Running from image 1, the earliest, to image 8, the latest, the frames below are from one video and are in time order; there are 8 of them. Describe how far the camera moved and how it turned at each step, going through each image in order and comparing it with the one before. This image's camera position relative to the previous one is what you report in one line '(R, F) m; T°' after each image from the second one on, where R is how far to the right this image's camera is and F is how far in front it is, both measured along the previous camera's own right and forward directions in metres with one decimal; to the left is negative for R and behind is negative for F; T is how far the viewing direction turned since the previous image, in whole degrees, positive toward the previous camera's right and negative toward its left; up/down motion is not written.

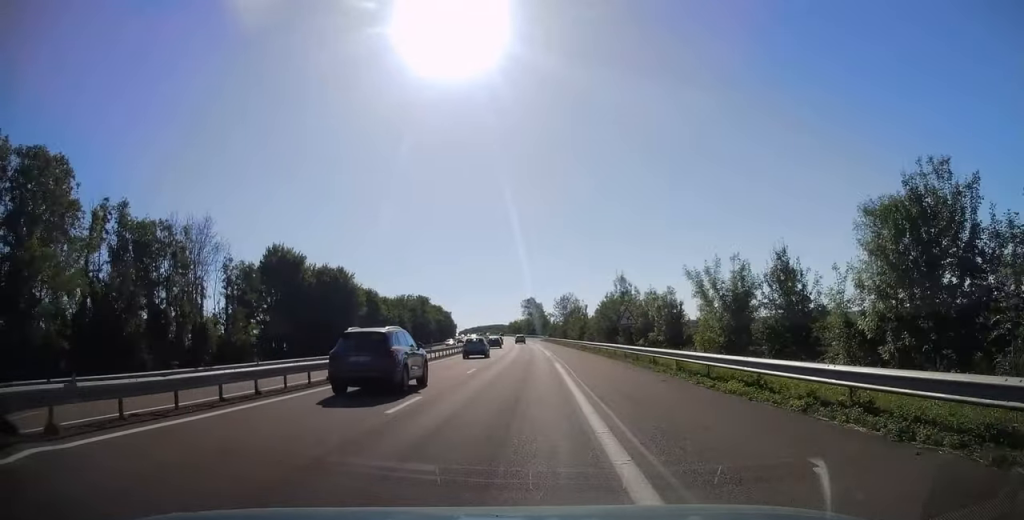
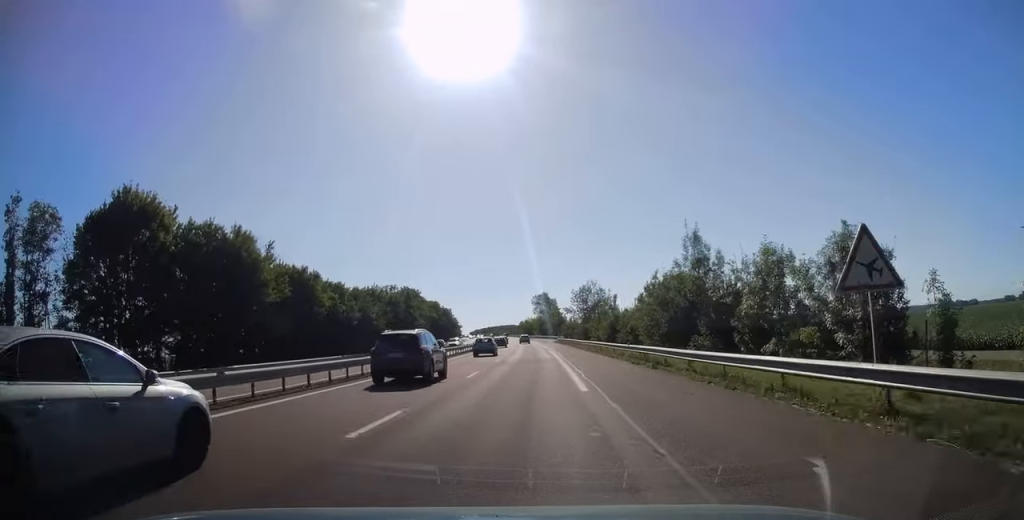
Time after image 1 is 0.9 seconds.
(-0.4, +28.9) m; -1°
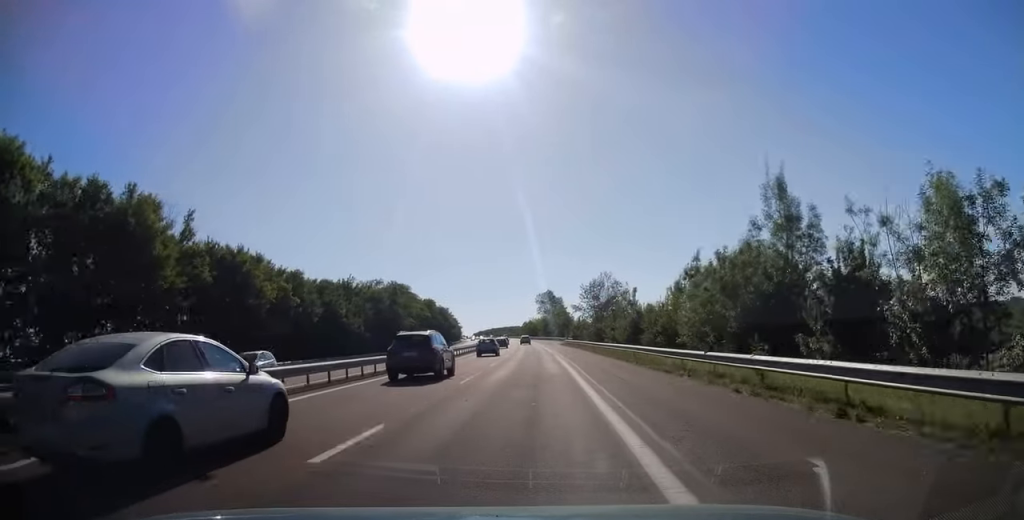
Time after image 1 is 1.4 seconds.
(-0.1, +14.5) m; 0°
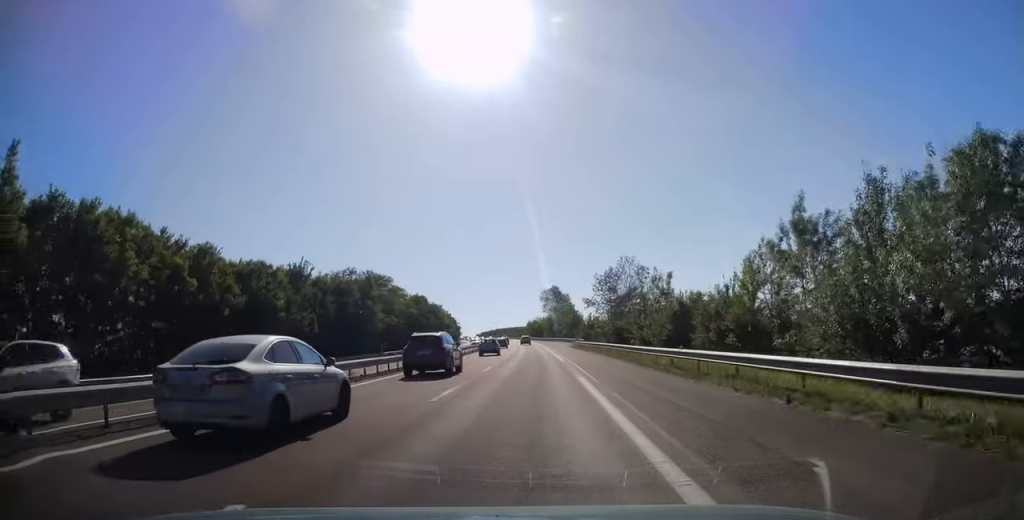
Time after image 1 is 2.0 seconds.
(0.0, +18.0) m; 0°
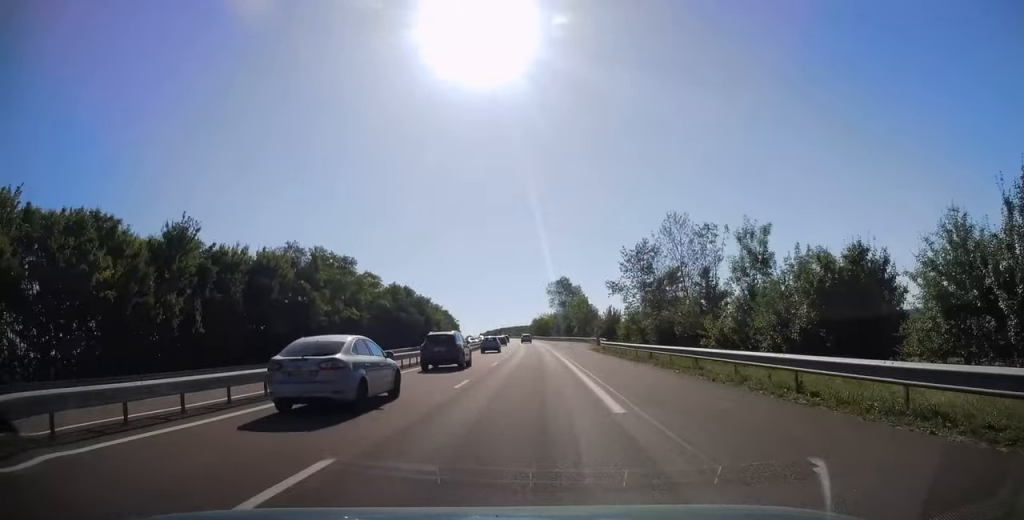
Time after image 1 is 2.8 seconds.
(0.0, +23.6) m; 0°
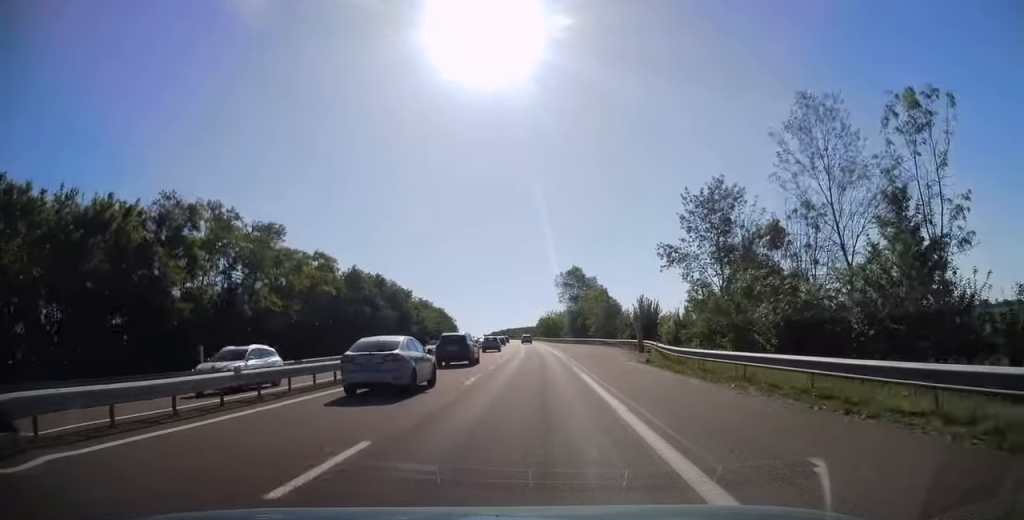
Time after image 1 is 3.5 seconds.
(-0.1, +24.6) m; -1°
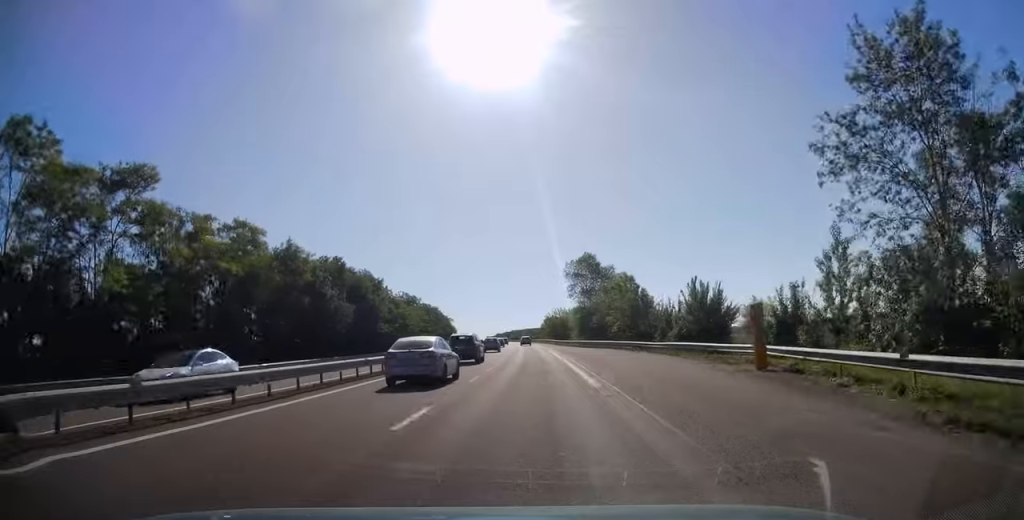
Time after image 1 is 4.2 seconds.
(-0.2, +21.5) m; -1°
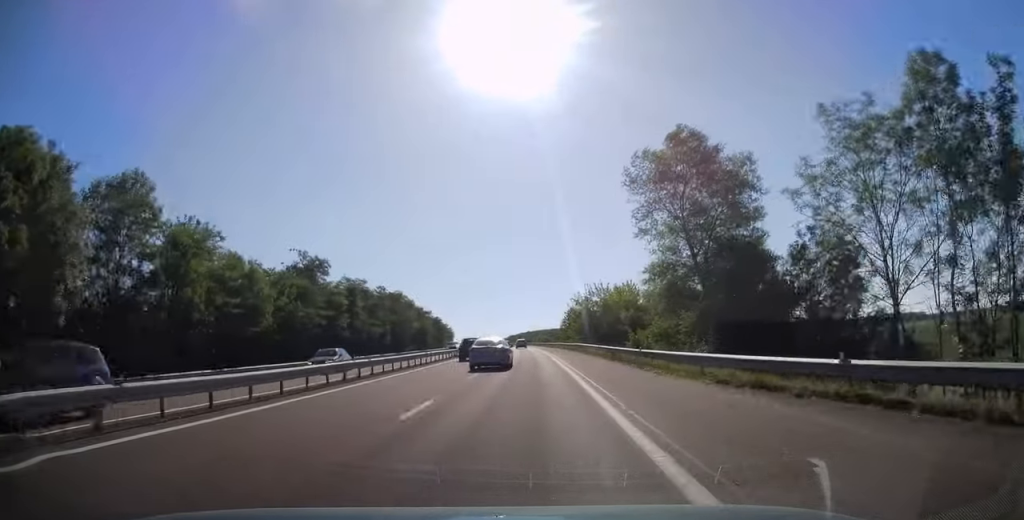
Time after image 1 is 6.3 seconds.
(-0.9, +63.1) m; -2°
